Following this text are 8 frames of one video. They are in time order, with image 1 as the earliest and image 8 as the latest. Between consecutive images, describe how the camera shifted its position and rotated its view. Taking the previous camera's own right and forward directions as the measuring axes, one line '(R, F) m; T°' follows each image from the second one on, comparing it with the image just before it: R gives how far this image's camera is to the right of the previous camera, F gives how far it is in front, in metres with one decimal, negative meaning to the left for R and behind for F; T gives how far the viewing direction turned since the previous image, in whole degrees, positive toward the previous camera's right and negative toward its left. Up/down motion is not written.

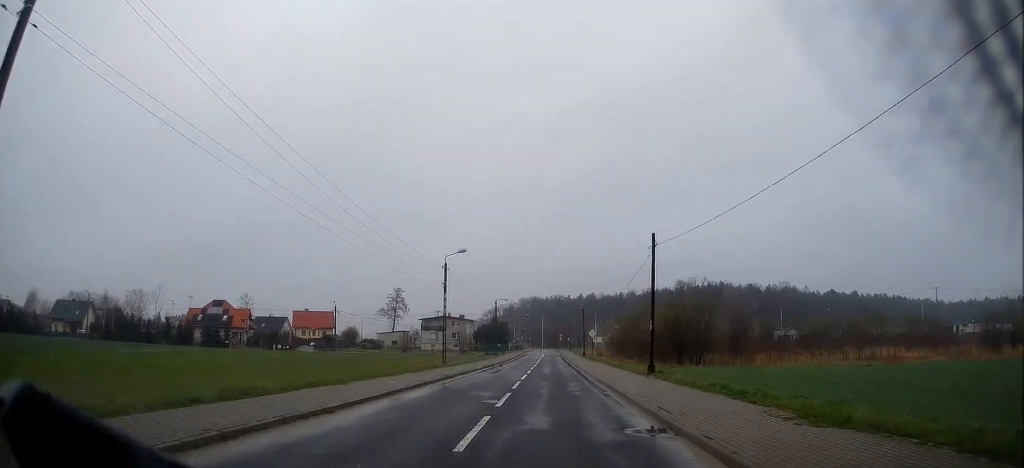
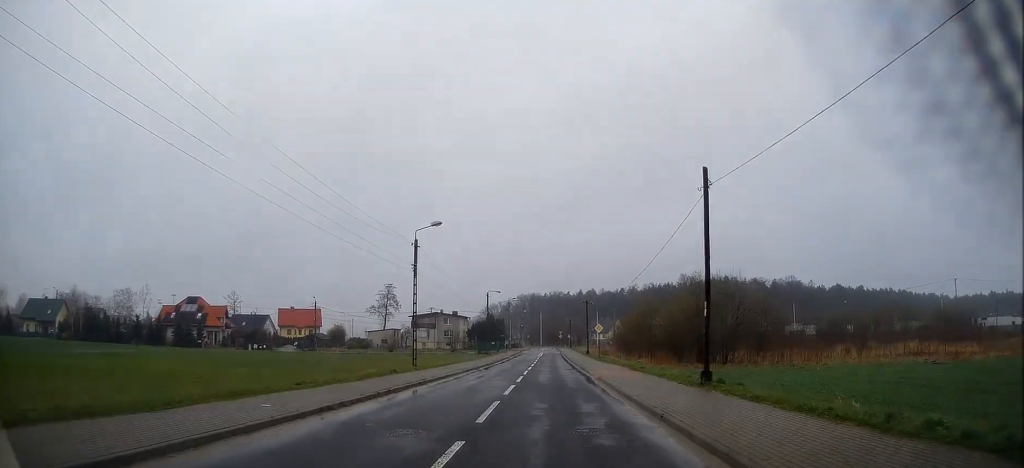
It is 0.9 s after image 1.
(0.0, +9.2) m; 0°
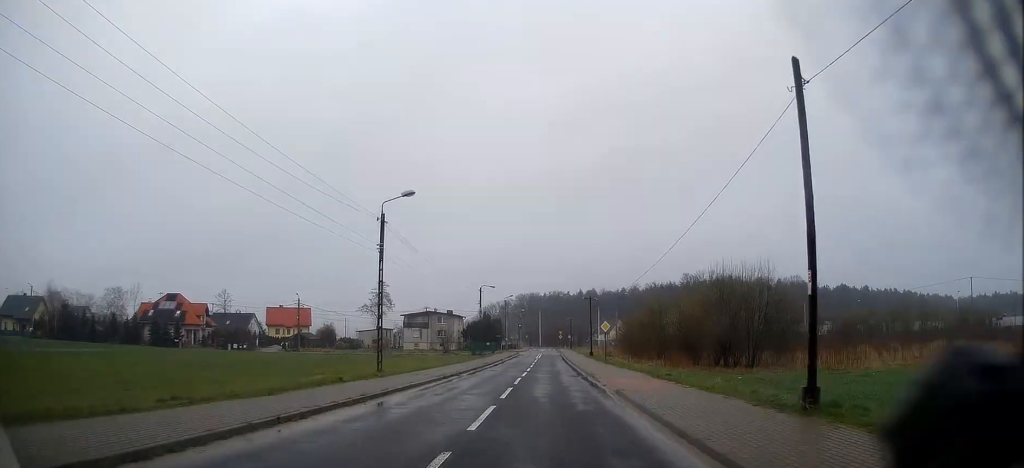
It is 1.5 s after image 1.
(0.0, +7.1) m; 0°
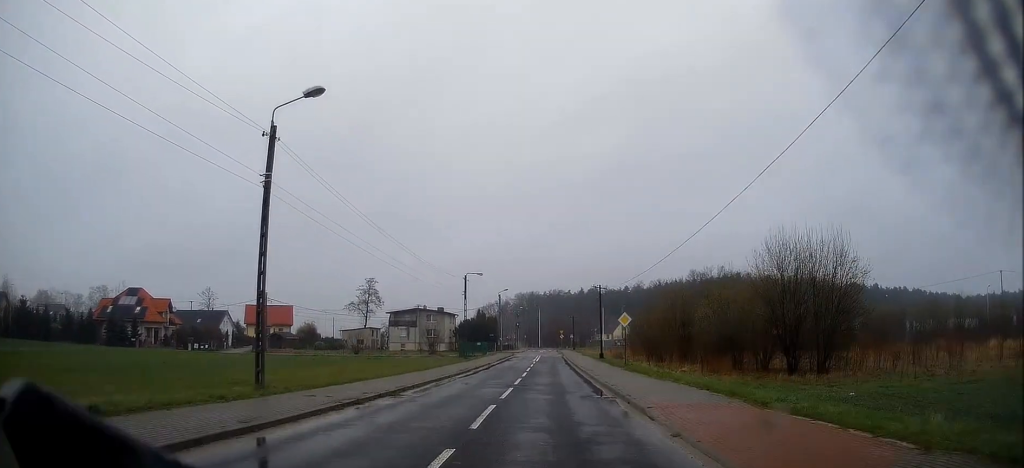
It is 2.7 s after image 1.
(0.0, +12.0) m; 0°
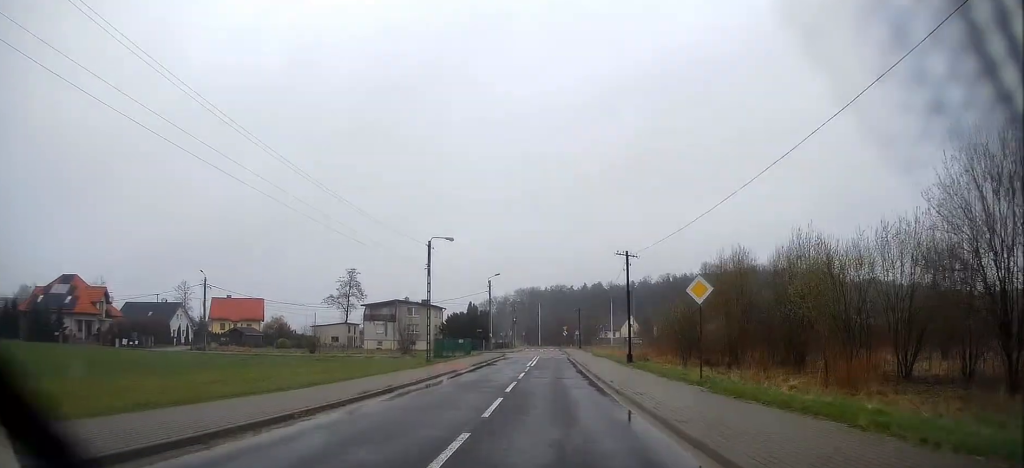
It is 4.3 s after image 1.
(0.0, +17.0) m; 0°
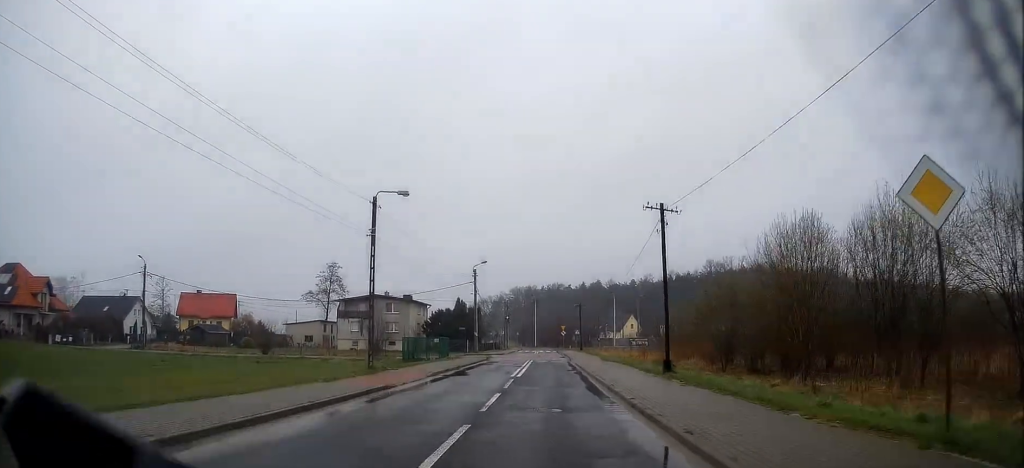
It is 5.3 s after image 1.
(0.0, +11.2) m; 0°
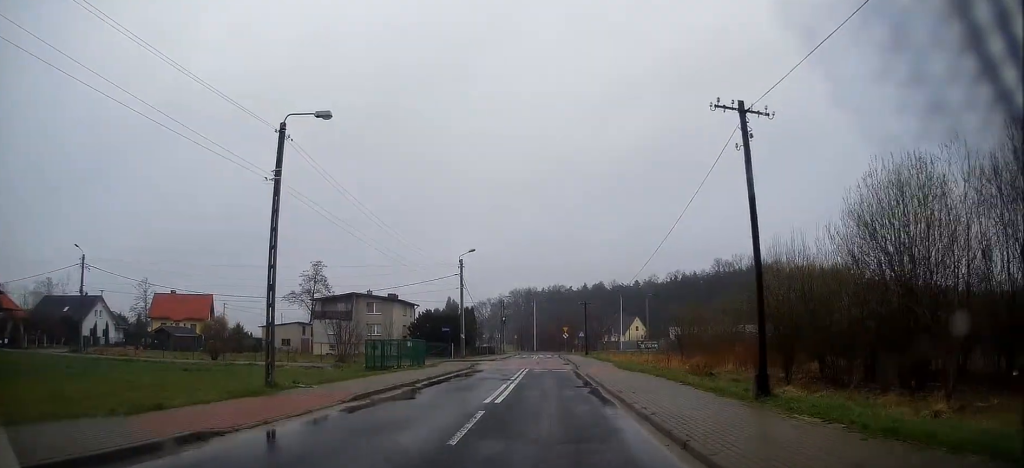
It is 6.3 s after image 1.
(+0.1, +9.6) m; +1°
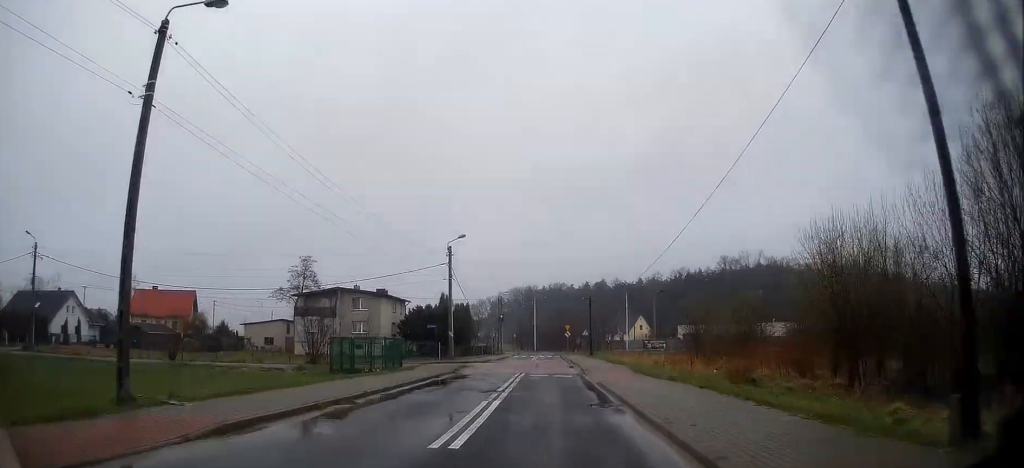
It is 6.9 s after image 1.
(0.0, +6.3) m; 0°
